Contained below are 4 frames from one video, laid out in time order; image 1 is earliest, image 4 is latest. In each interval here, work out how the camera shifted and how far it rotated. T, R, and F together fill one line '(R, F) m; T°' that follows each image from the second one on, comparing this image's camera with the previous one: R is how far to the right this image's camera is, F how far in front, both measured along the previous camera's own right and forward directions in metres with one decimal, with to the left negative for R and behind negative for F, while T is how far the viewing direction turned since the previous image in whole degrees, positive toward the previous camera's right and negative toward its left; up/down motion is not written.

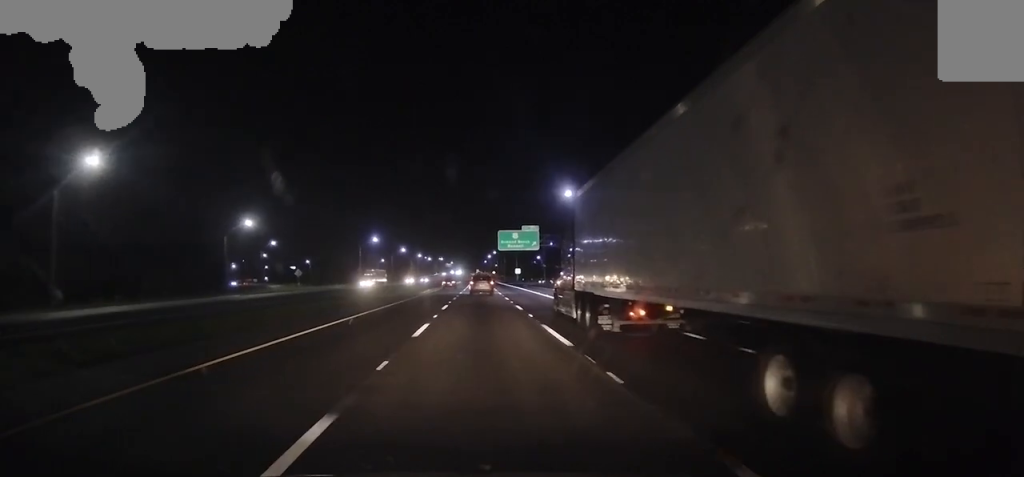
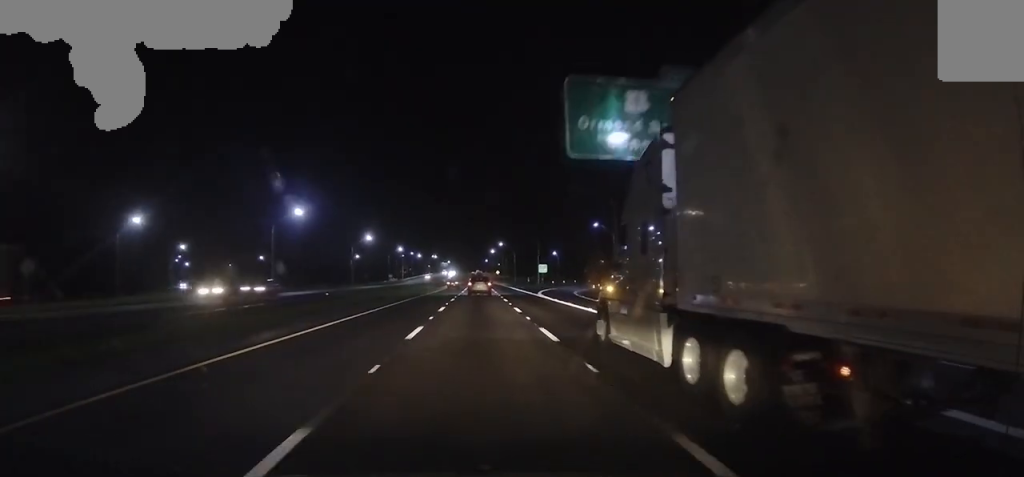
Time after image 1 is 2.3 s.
(+0.7, +72.9) m; -1°
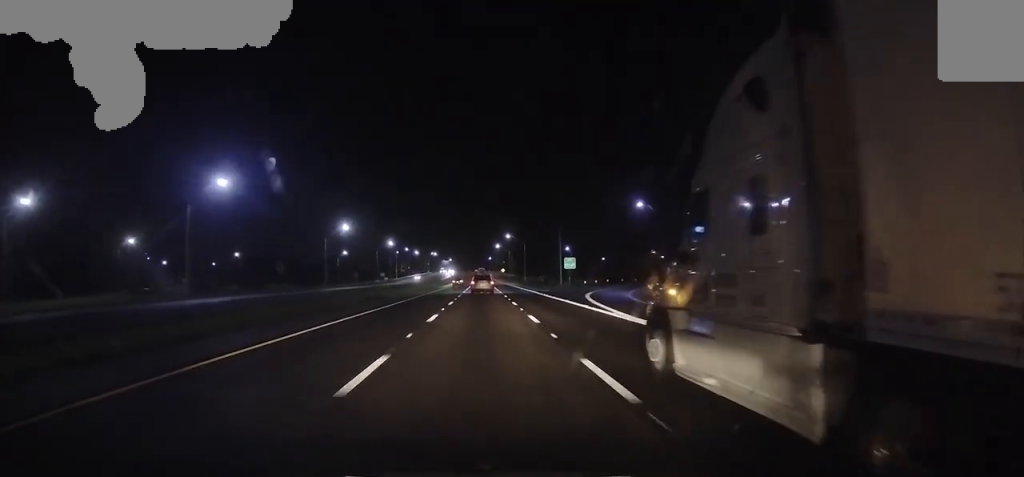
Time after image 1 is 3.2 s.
(-0.5, +31.3) m; -1°
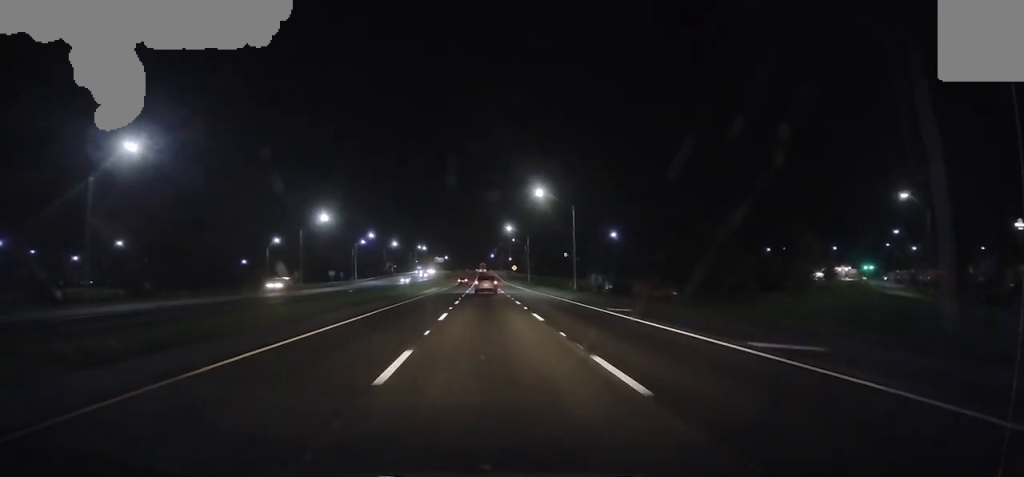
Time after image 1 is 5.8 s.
(+0.2, +84.8) m; 0°
